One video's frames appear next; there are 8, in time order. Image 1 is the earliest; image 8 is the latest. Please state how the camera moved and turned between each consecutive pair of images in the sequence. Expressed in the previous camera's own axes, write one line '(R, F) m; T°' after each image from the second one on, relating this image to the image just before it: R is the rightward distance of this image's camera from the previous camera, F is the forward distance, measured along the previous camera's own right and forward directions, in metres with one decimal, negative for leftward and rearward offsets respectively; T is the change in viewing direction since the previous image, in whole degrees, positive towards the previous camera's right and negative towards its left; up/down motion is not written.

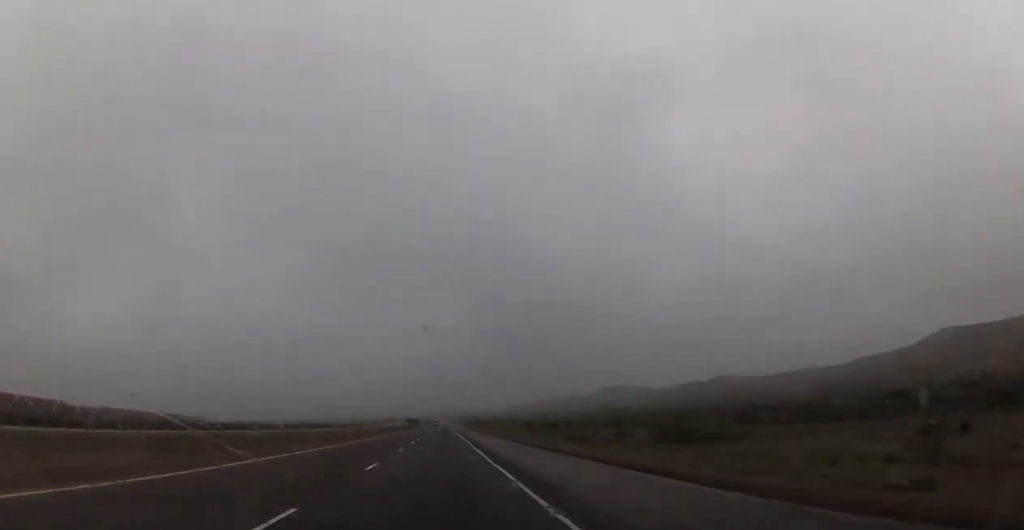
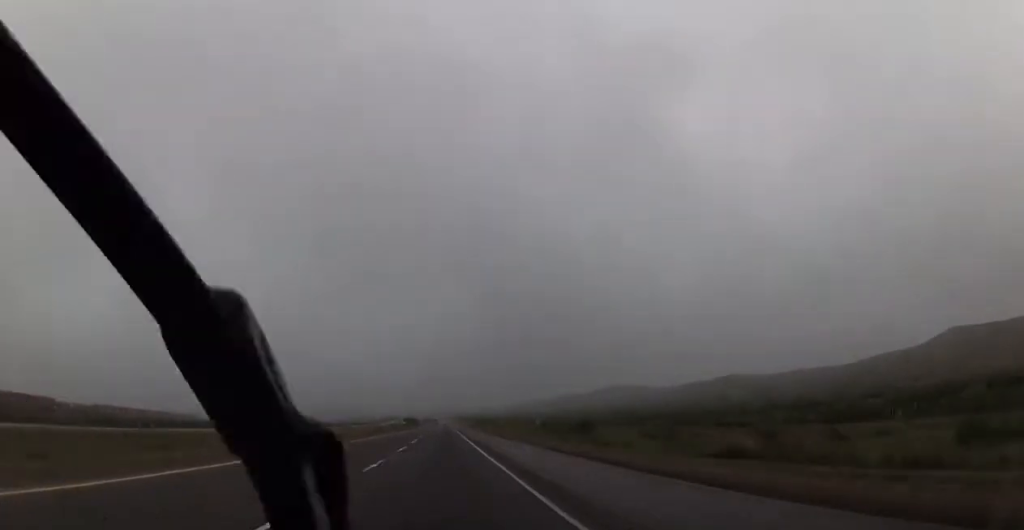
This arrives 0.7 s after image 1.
(-0.2, +25.1) m; 0°
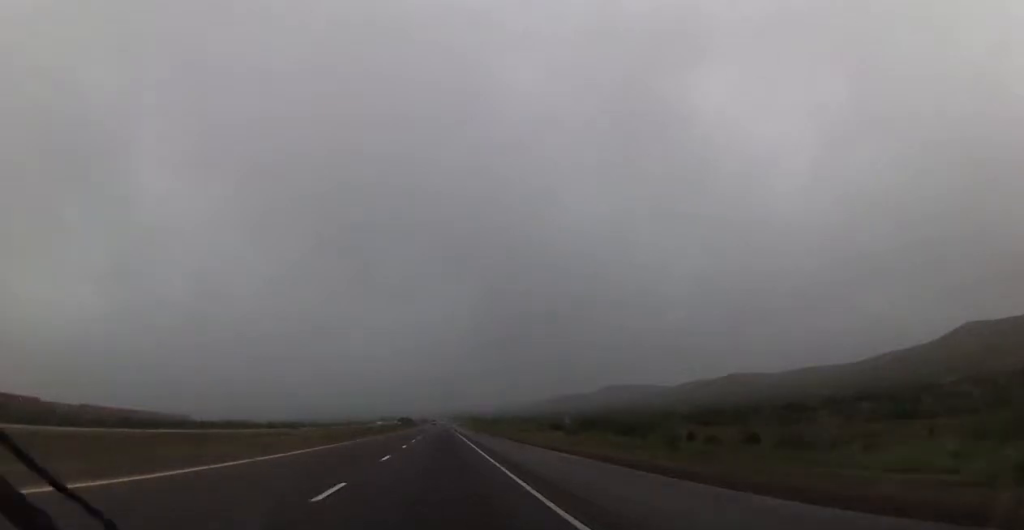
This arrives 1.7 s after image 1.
(+0.4, +32.1) m; 0°
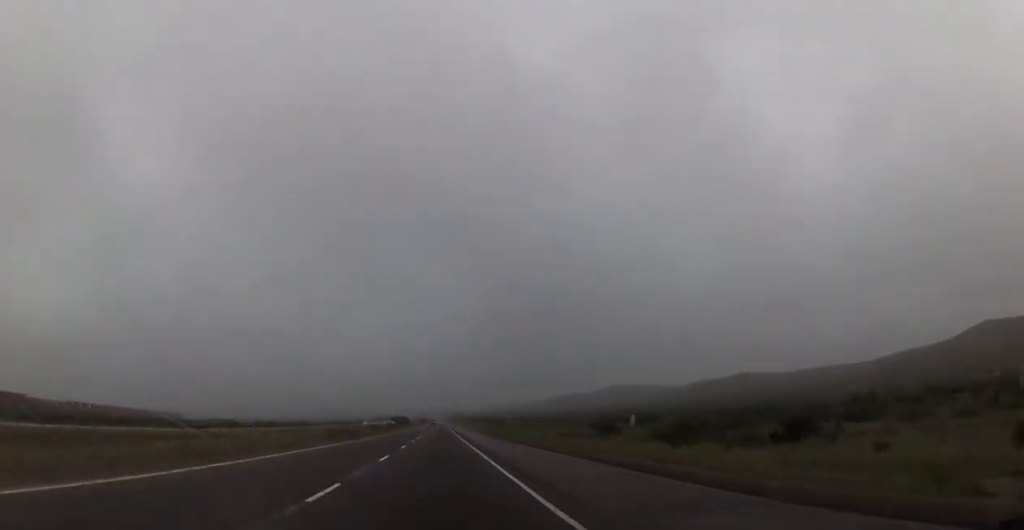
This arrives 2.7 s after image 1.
(-0.4, +36.6) m; 0°
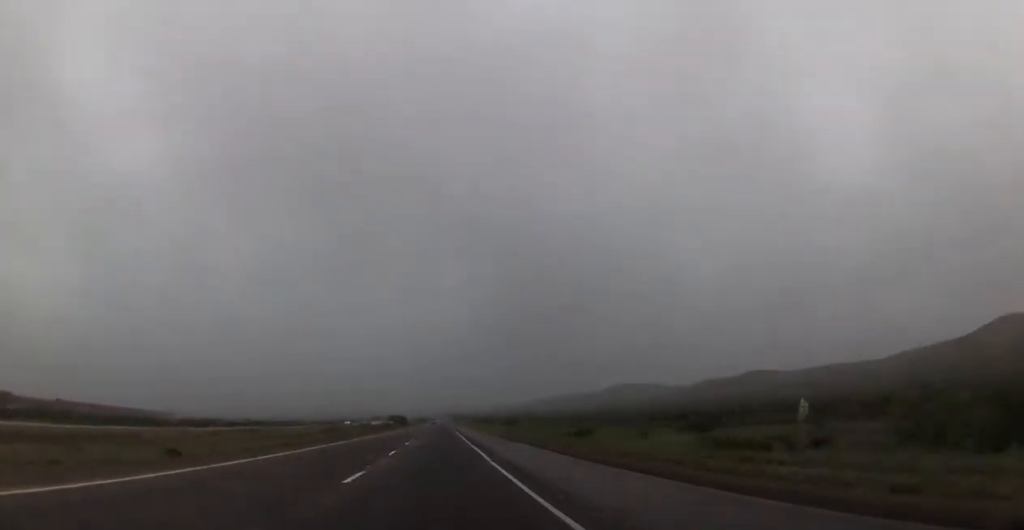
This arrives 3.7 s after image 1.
(+0.4, +33.2) m; 0°
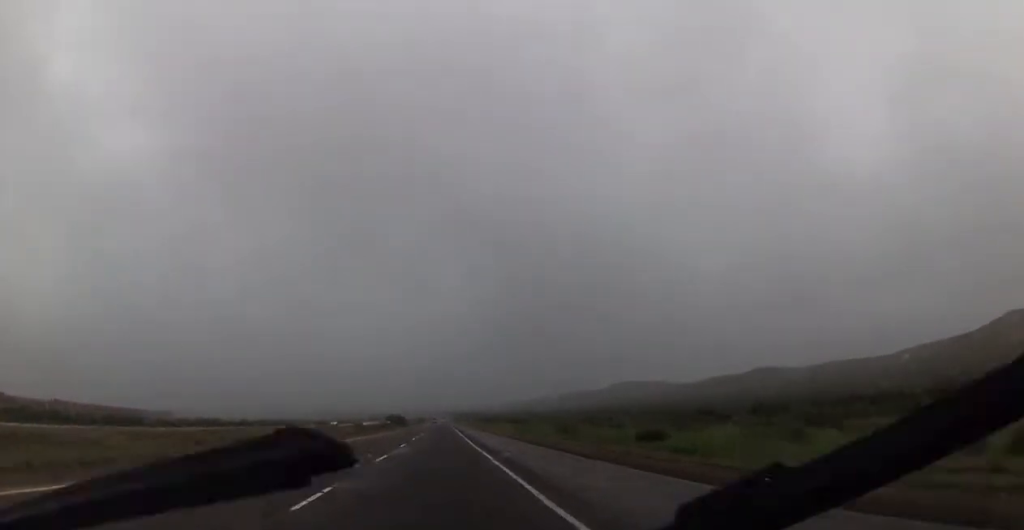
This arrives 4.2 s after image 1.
(-0.2, +17.2) m; 0°
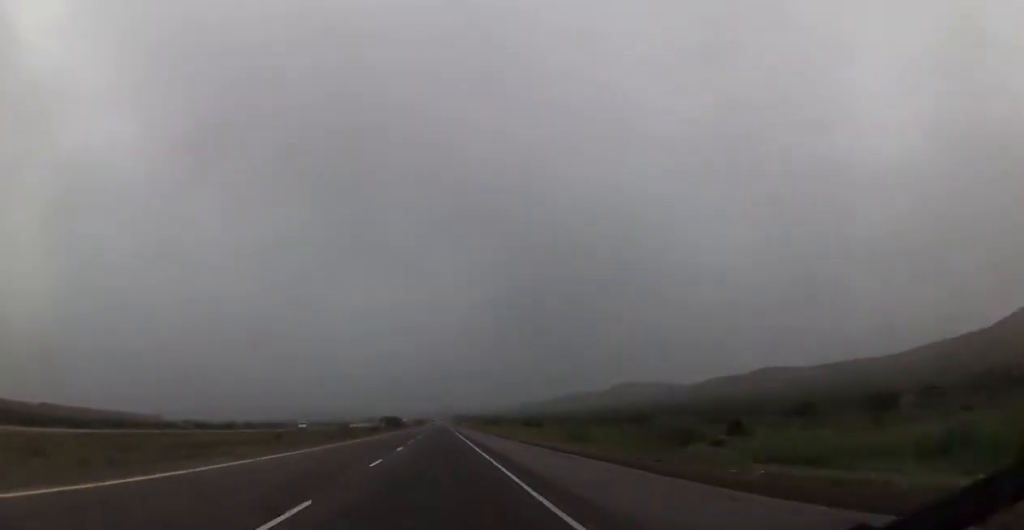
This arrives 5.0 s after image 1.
(-0.2, +26.3) m; 0°
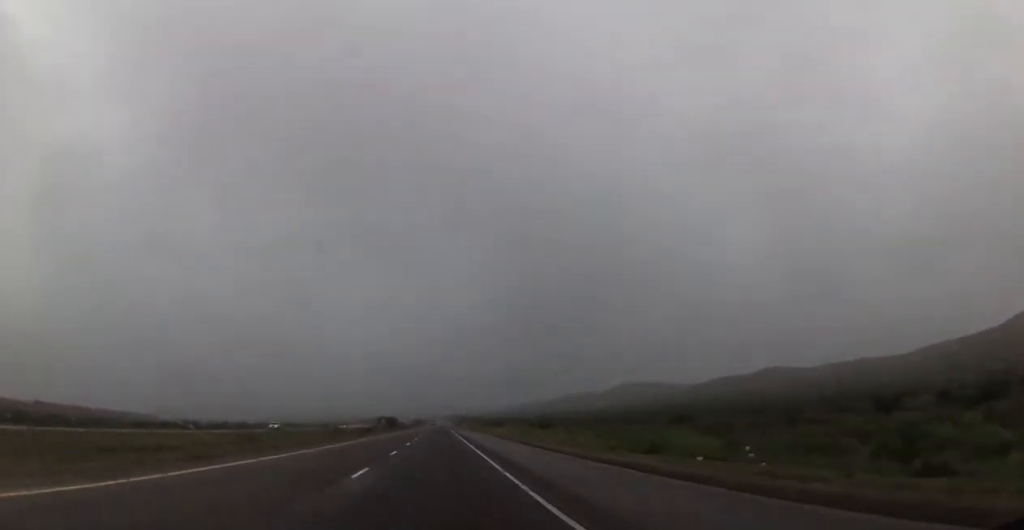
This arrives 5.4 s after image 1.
(-0.1, +16.0) m; 0°
